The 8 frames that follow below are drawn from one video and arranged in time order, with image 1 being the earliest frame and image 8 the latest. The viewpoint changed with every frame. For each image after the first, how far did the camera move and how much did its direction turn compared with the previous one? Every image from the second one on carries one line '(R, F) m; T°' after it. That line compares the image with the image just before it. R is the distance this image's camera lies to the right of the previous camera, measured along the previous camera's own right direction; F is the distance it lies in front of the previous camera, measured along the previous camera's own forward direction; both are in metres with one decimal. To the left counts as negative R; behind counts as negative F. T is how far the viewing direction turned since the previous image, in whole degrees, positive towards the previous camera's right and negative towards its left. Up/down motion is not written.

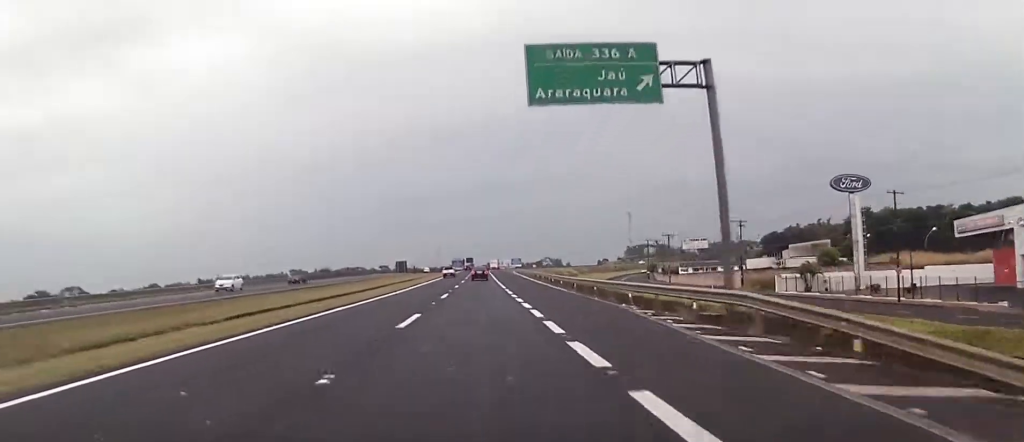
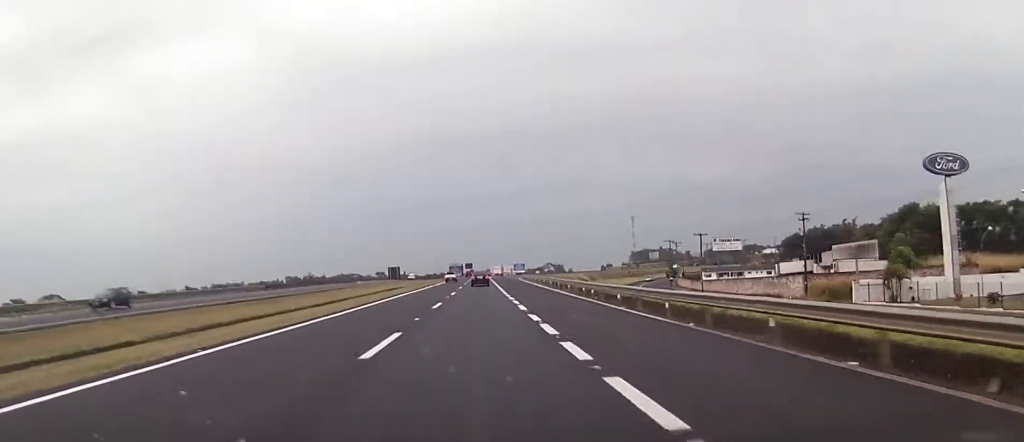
(+0.1, +17.0) m; 0°
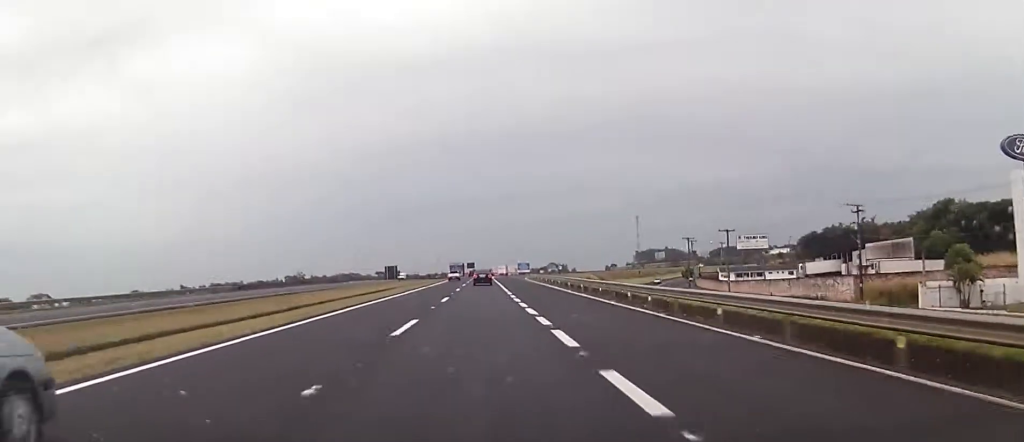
(0.0, +9.8) m; 0°
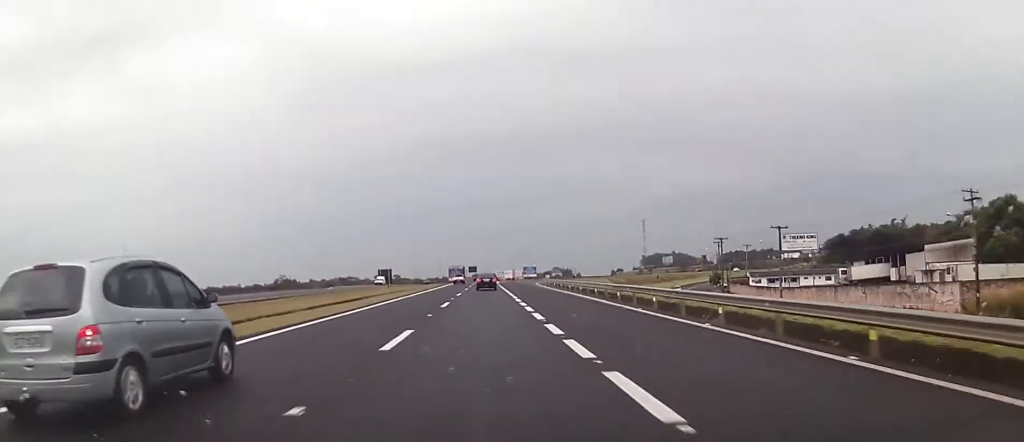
(0.0, +14.8) m; 0°
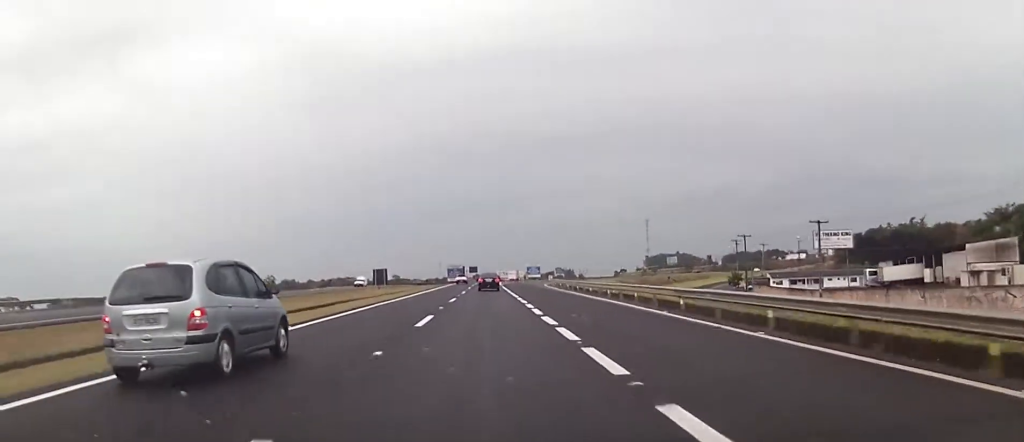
(-0.1, +9.5) m; 0°
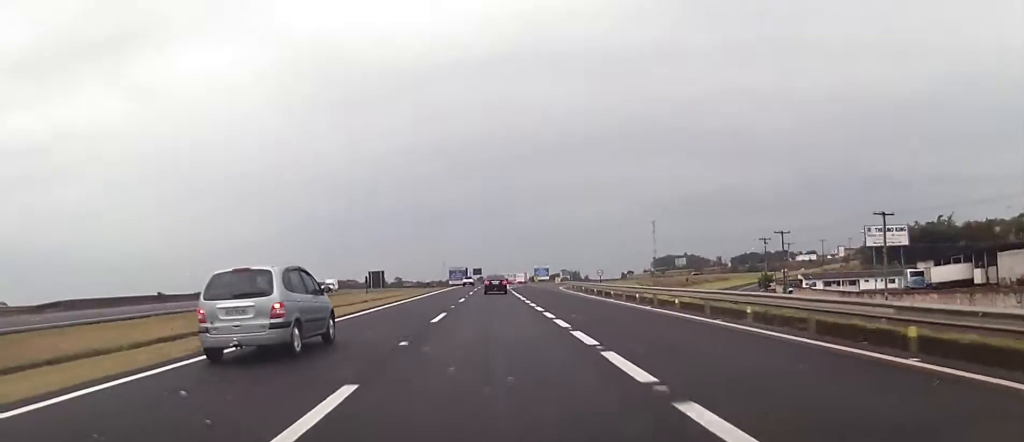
(0.0, +11.6) m; -1°
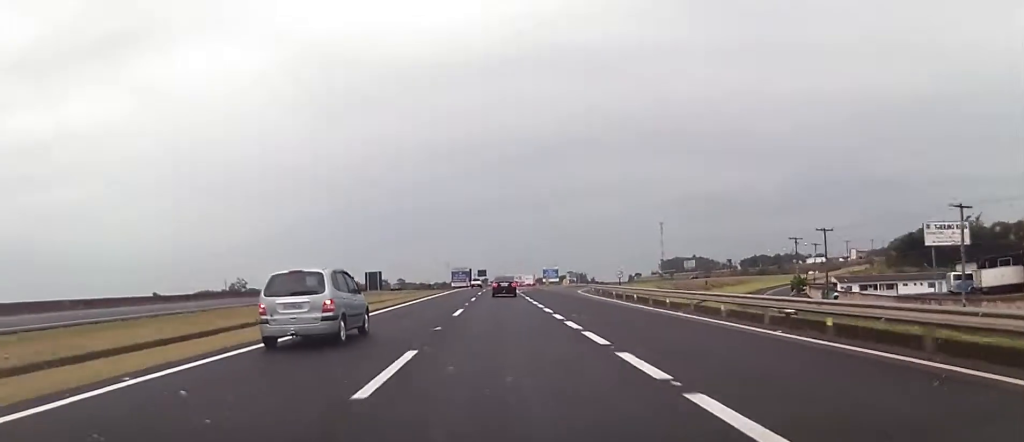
(-0.1, +10.8) m; 0°
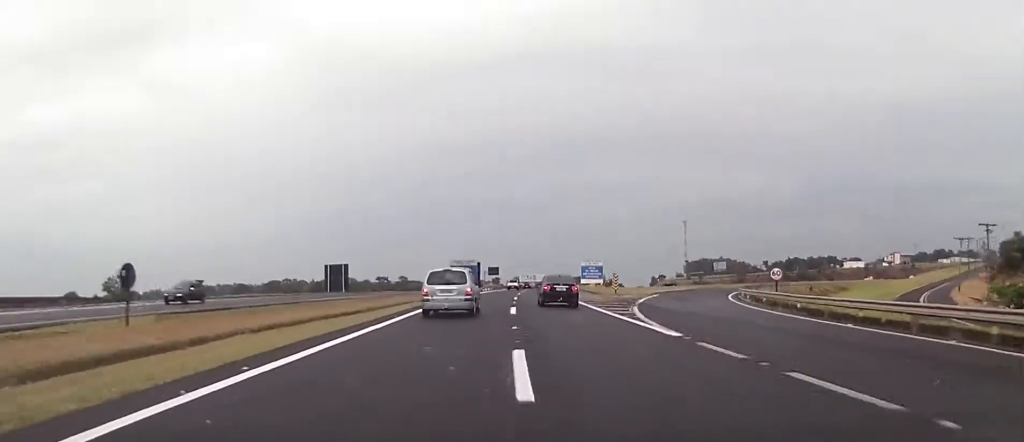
(-0.4, +47.4) m; 0°
